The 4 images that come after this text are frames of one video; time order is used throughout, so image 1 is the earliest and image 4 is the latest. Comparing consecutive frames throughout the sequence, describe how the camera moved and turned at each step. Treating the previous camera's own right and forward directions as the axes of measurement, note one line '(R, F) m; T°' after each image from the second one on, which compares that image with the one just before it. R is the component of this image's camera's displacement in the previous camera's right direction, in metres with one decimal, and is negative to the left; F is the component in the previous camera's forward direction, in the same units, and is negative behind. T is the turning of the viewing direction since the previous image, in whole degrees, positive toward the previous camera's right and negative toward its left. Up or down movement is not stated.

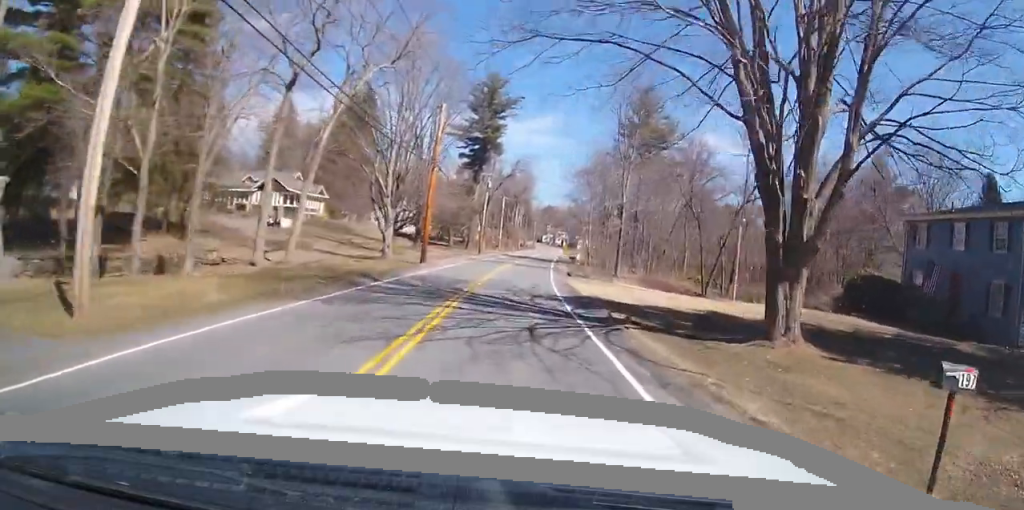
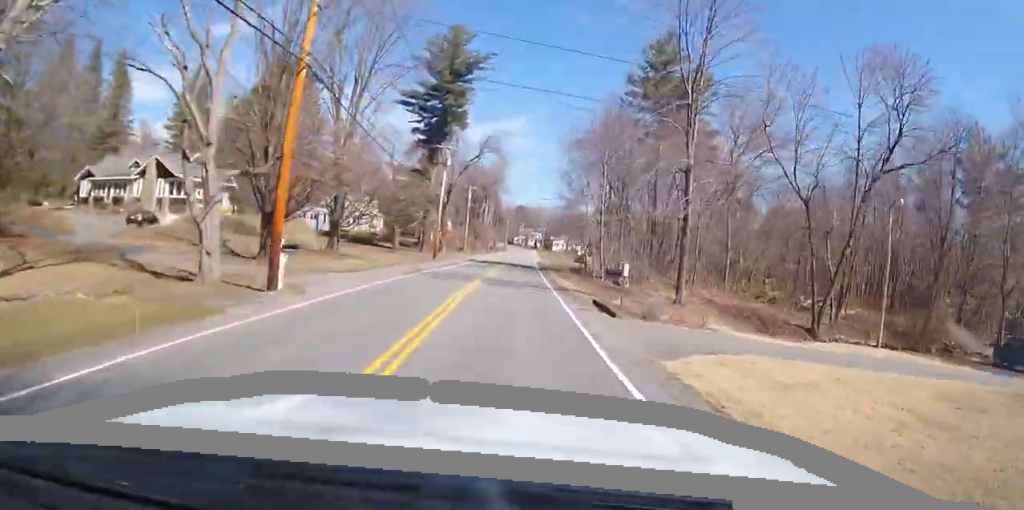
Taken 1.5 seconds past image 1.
(+0.6, +22.4) m; +3°
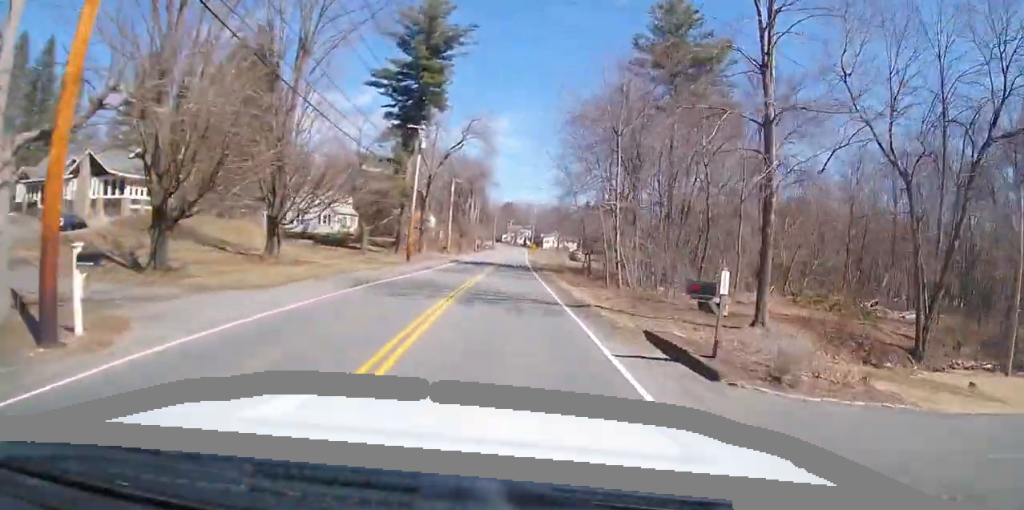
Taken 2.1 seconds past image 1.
(+0.1, +8.9) m; +1°
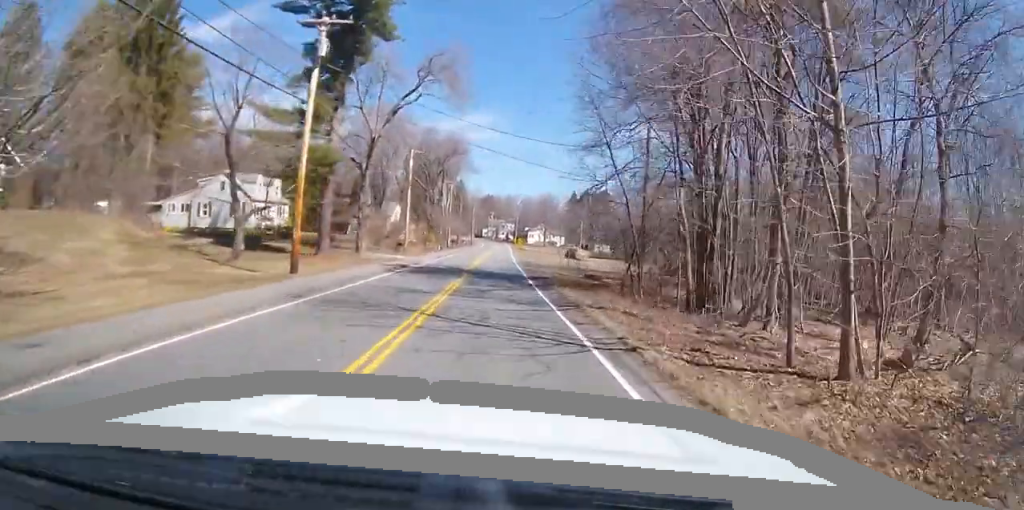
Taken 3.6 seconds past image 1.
(+0.3, +21.7) m; +3°
